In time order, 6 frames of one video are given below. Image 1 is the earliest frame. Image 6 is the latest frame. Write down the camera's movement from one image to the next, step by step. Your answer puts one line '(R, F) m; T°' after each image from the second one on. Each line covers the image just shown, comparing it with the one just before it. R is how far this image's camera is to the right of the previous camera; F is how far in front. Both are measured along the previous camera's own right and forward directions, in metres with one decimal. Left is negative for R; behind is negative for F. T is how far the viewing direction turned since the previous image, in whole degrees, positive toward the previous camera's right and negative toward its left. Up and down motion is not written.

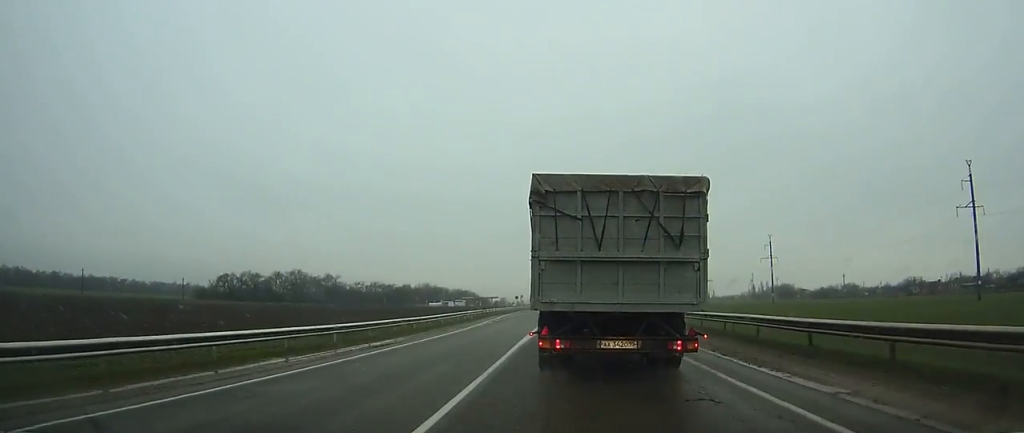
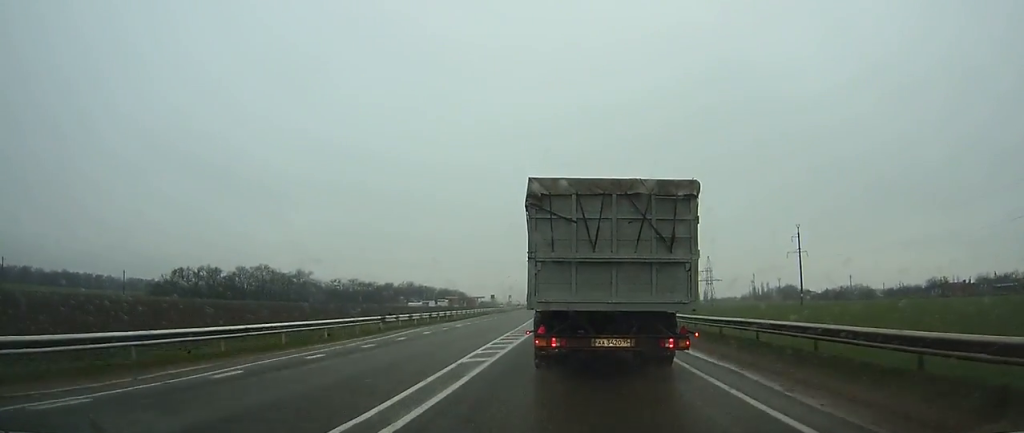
(0.0, +29.6) m; 0°
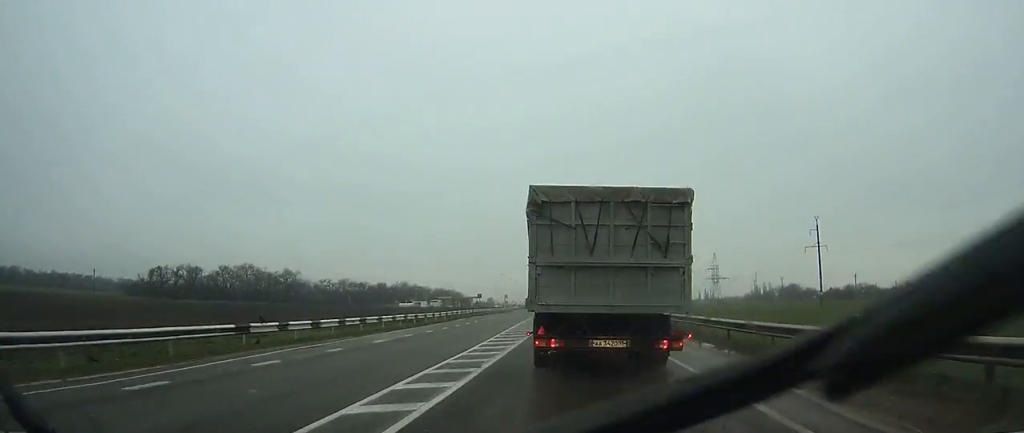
(0.0, +13.8) m; 0°
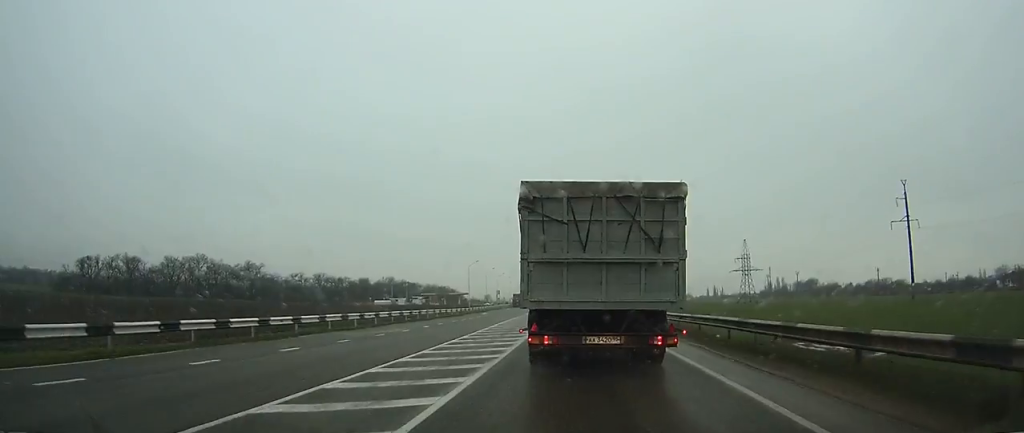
(+0.1, +39.5) m; 0°
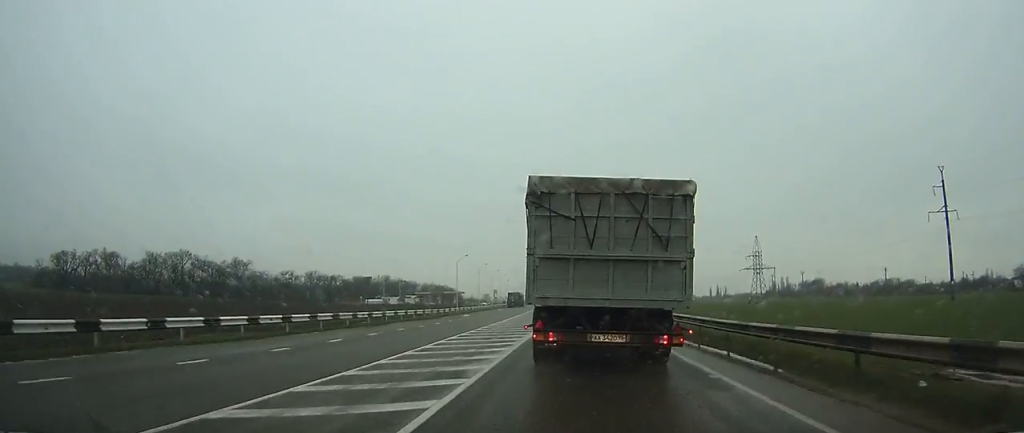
(0.0, +11.8) m; 0°
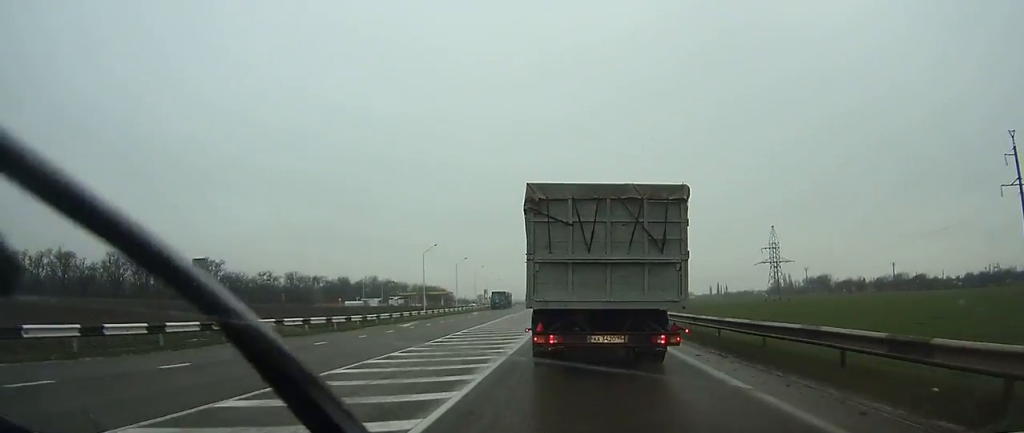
(0.0, +19.7) m; -1°
